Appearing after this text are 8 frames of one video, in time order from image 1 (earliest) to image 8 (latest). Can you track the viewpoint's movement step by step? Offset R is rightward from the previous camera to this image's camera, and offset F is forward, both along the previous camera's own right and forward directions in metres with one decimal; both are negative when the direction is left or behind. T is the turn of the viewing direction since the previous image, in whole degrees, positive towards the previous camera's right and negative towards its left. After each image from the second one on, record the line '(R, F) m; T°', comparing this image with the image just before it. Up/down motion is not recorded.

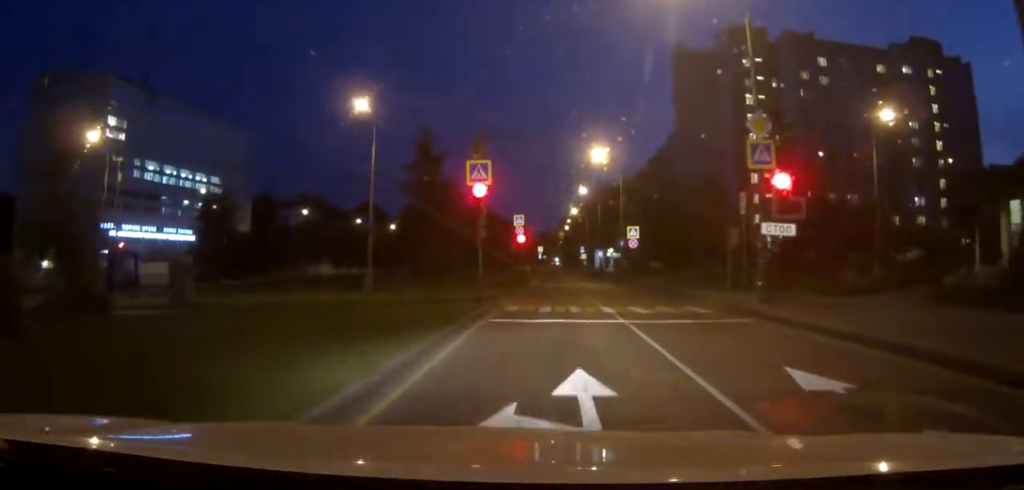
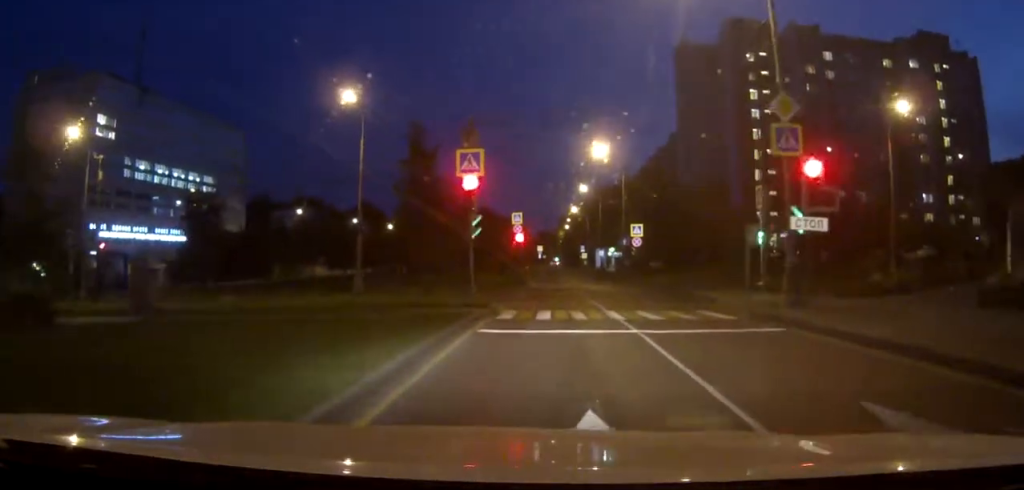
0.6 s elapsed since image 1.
(0.0, +2.7) m; +1°
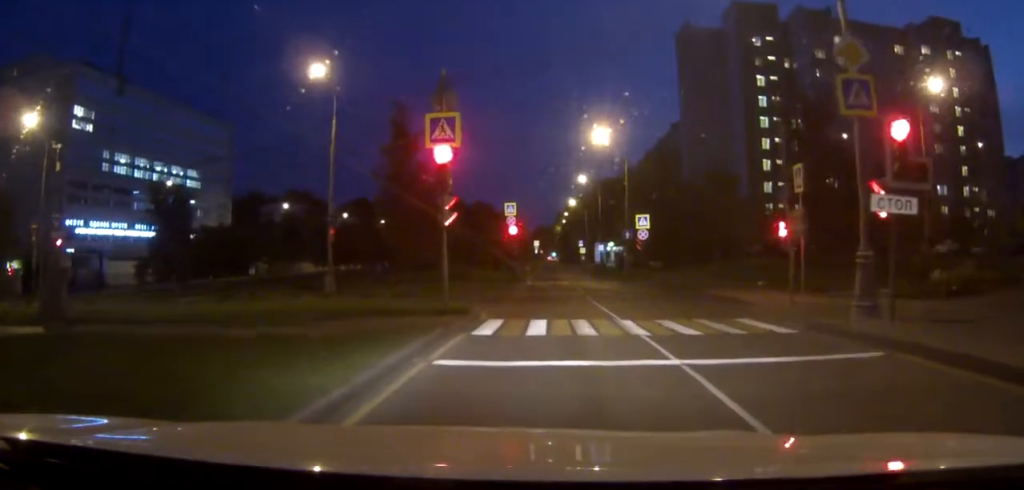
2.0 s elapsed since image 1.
(+0.2, +5.3) m; +3°
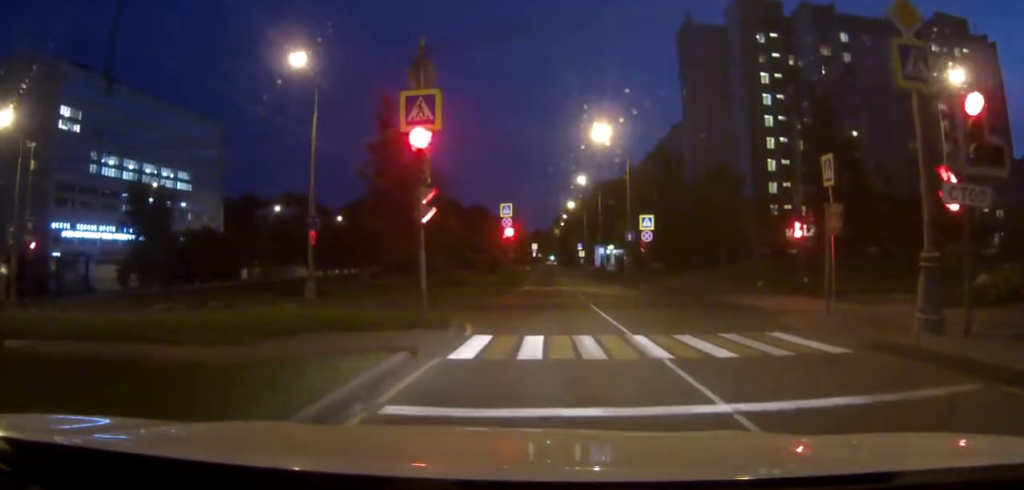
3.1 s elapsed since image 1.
(0.0, +3.1) m; +1°
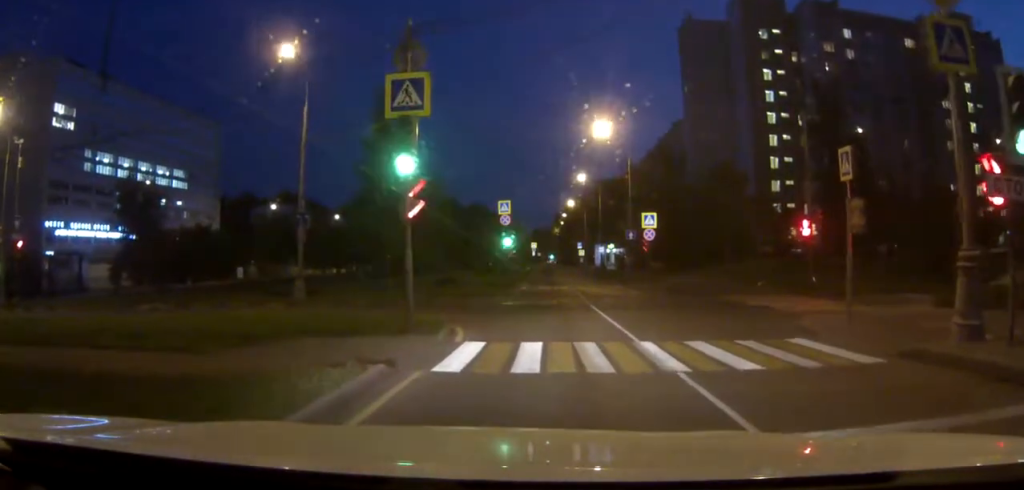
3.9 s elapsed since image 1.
(0.0, +1.7) m; 0°
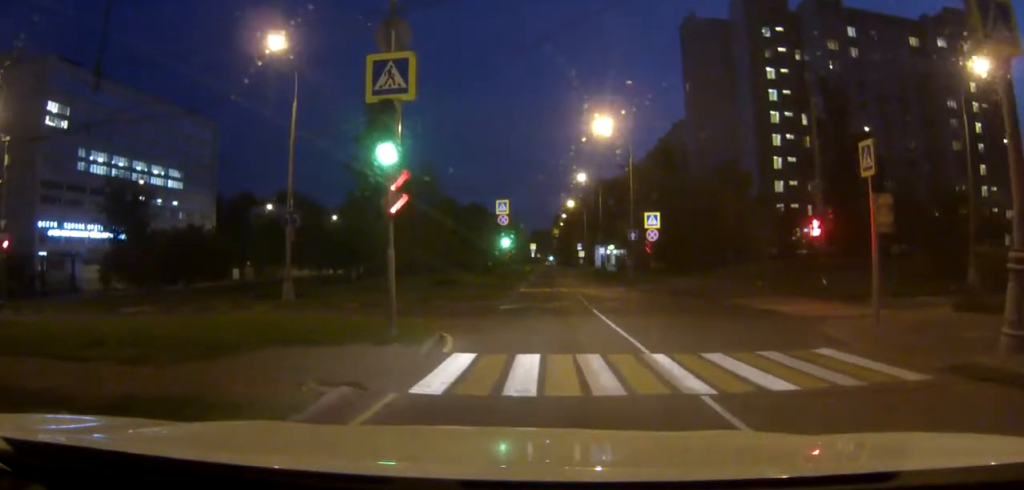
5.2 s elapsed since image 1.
(0.0, +2.3) m; -1°
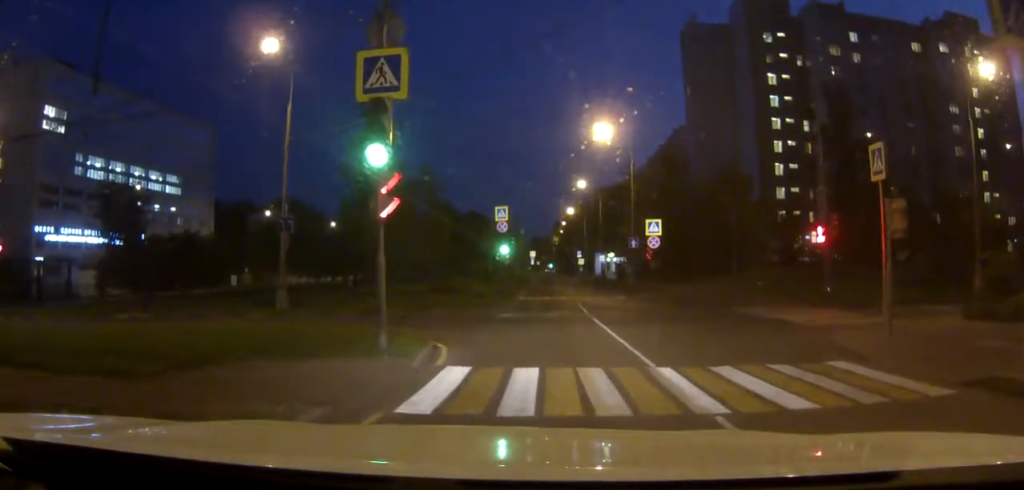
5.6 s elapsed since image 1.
(0.0, +0.9) m; -1°
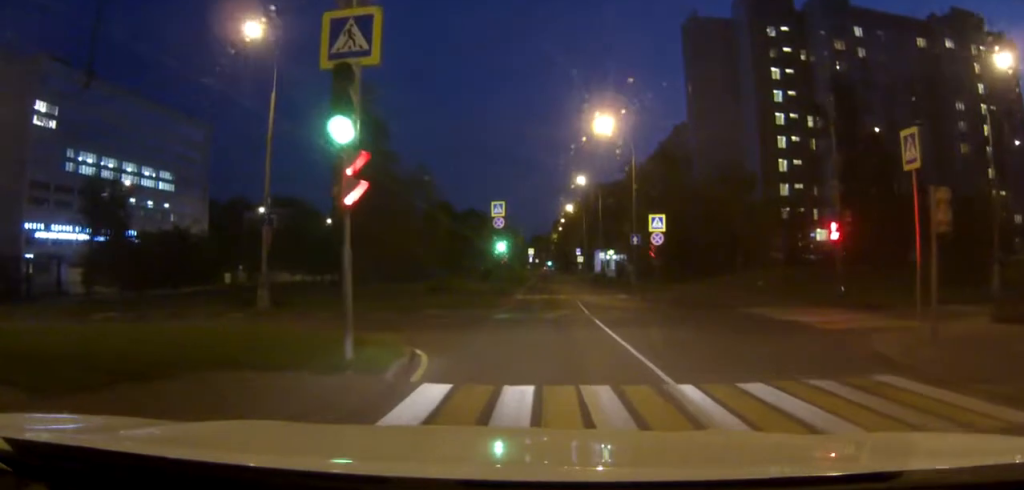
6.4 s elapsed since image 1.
(0.0, +2.0) m; -1°
